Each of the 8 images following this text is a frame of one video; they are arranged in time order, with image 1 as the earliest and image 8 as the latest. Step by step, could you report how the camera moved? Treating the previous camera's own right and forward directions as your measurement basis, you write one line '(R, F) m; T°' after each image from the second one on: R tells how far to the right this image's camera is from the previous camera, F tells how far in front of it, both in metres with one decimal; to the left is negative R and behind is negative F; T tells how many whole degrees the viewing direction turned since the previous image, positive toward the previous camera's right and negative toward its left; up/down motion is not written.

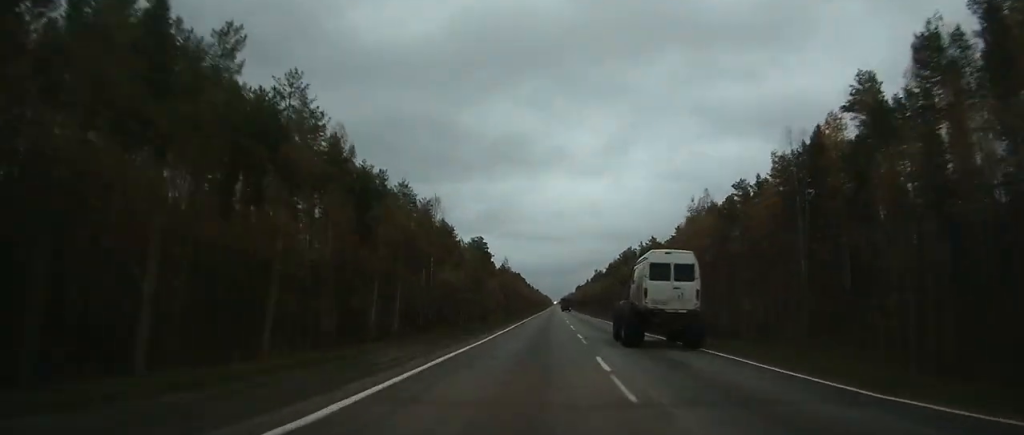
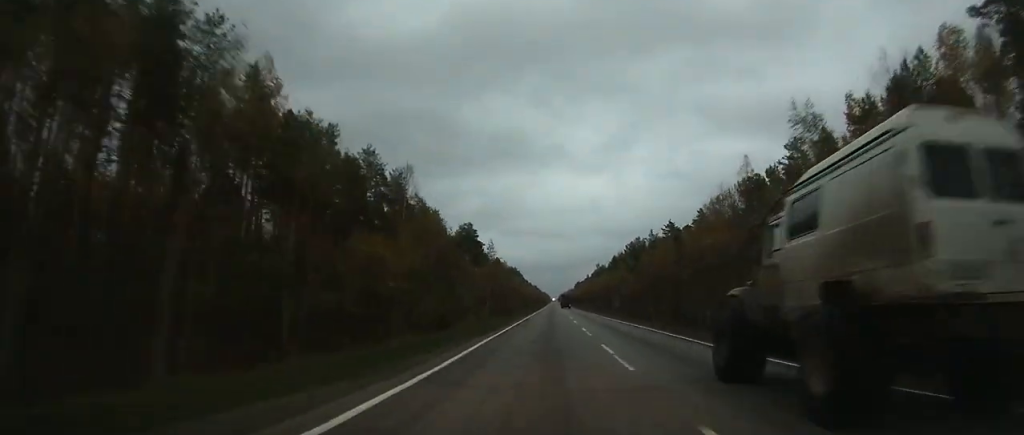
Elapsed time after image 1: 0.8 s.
(0.0, +21.8) m; 0°
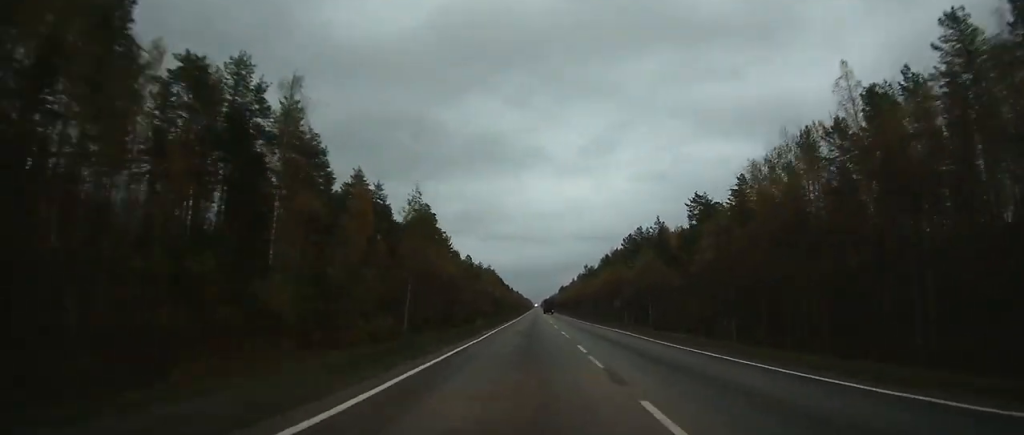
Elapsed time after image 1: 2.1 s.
(+0.1, +35.5) m; +1°
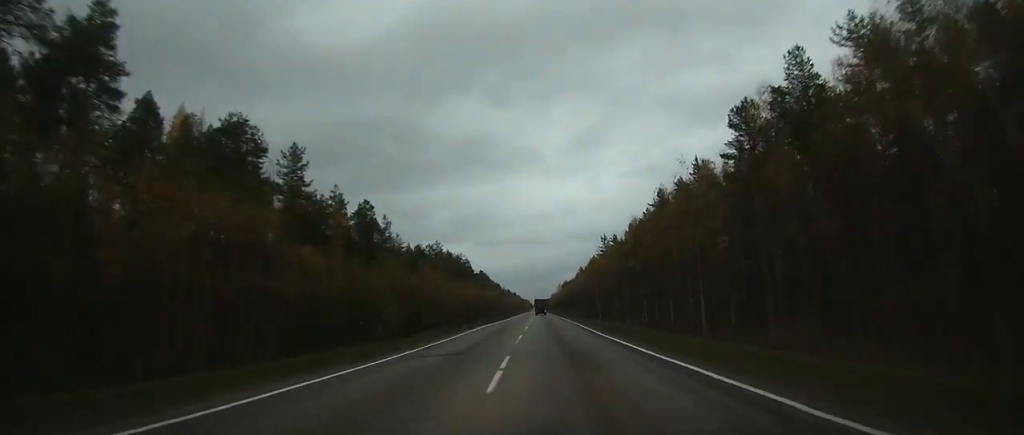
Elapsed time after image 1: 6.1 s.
(+1.5, +99.1) m; +1°
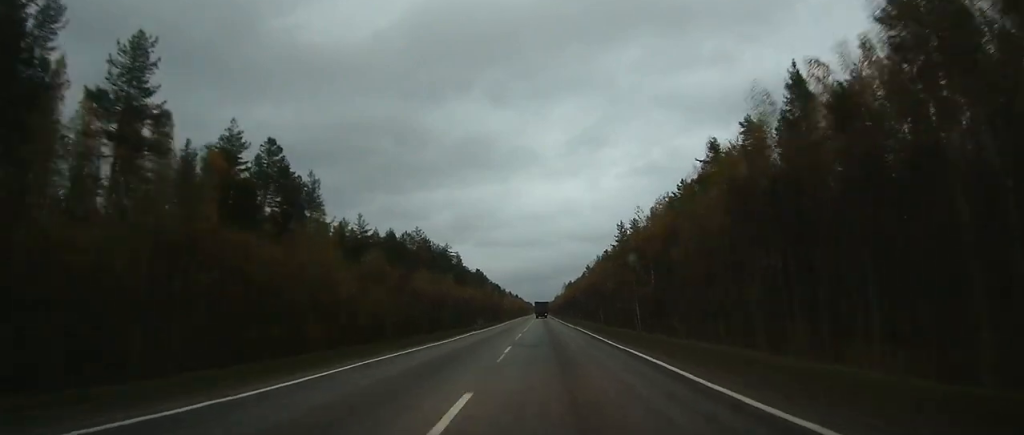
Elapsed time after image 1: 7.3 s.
(-0.1, +30.0) m; 0°
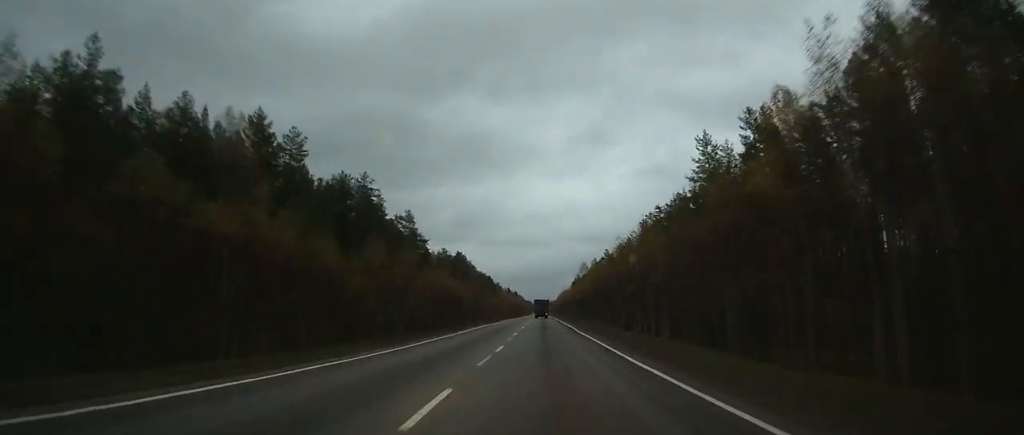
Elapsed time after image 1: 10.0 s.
(-0.7, +74.6) m; -1°
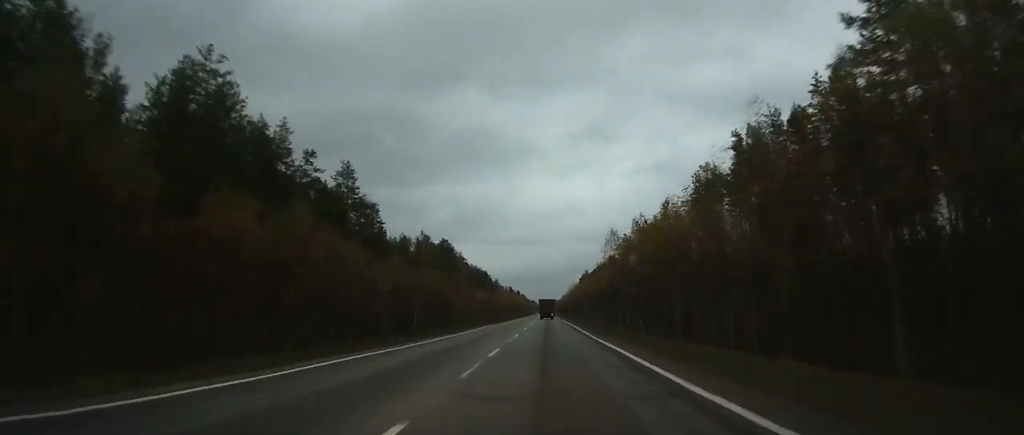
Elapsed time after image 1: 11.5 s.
(-0.2, +40.6) m; 0°
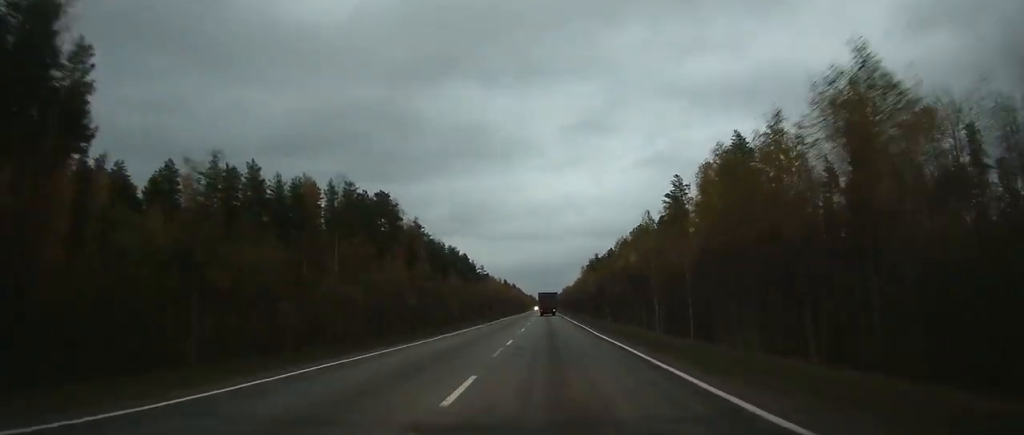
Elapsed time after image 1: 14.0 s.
(+0.3, +67.6) m; +1°
